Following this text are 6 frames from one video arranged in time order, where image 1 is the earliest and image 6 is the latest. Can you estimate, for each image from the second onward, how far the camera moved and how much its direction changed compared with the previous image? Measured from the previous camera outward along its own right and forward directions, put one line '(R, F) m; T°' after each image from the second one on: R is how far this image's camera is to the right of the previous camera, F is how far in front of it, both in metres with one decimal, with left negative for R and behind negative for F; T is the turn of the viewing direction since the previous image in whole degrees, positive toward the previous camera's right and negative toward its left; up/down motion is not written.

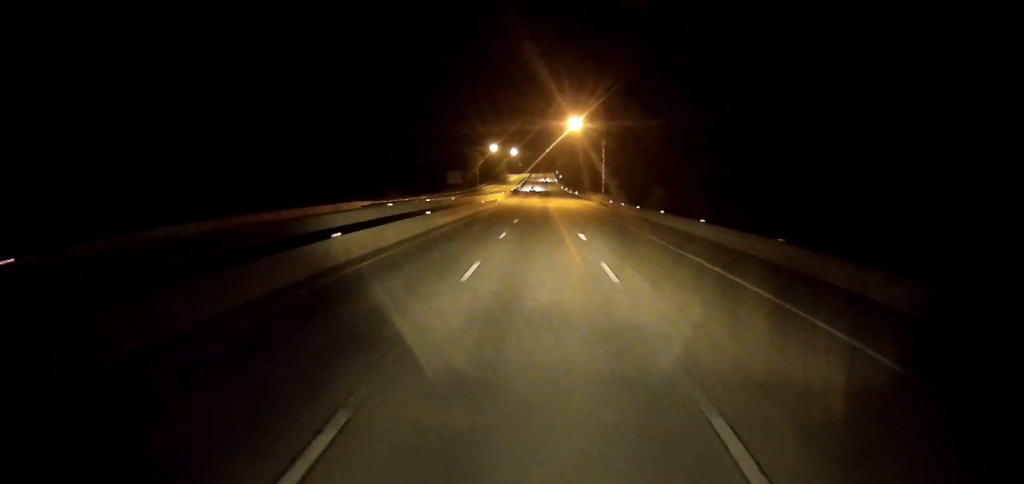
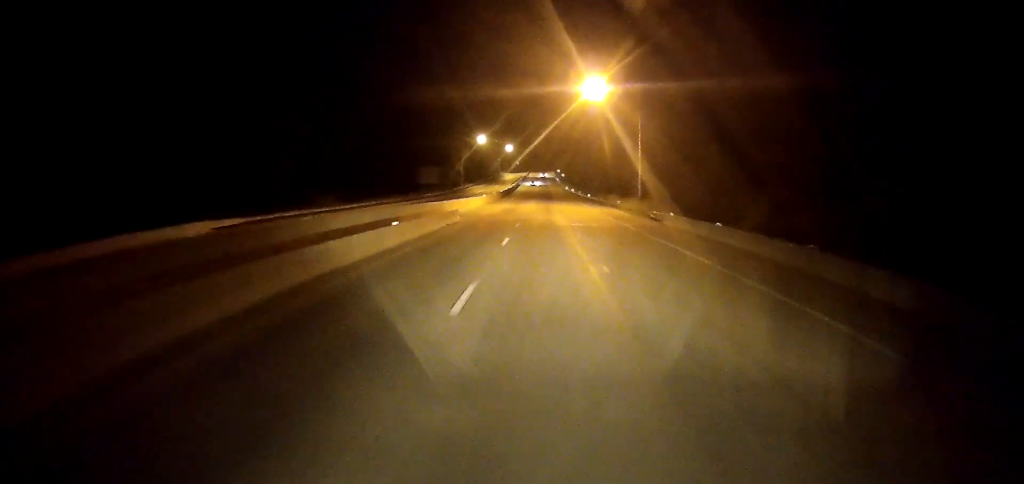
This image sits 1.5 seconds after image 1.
(+0.2, +39.3) m; 0°
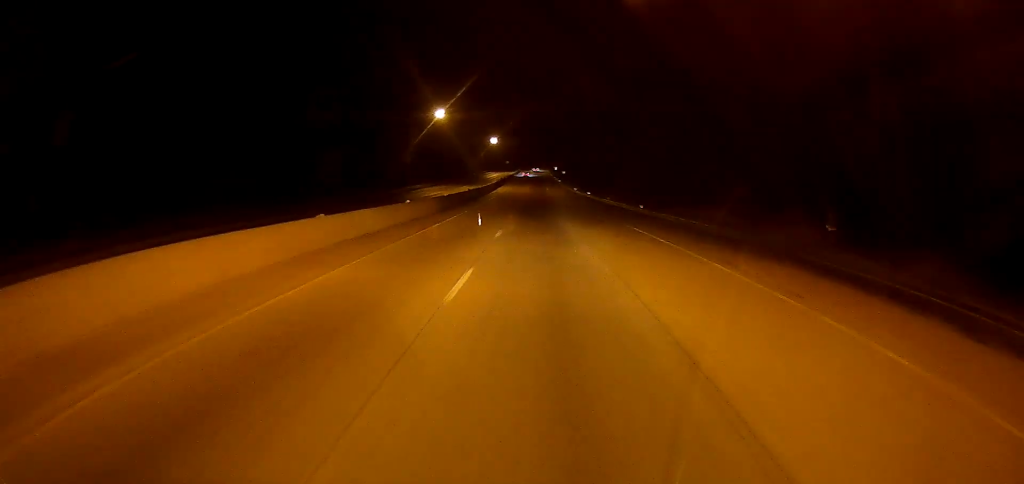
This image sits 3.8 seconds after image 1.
(-0.8, +60.0) m; 0°
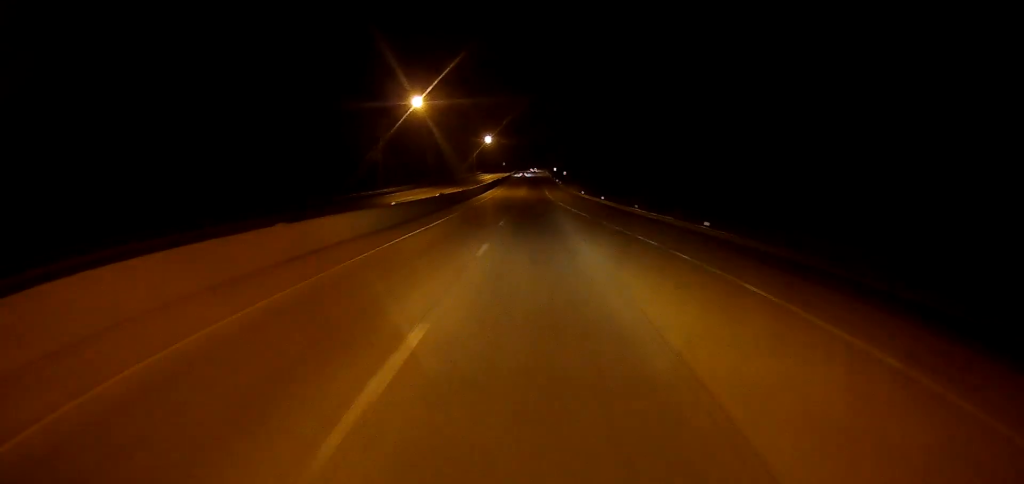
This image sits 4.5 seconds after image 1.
(+0.5, +18.6) m; 0°
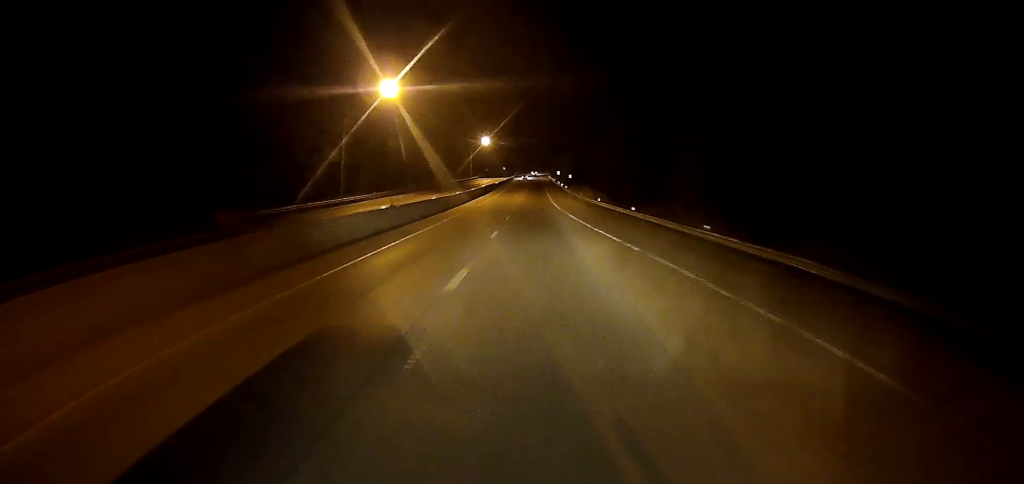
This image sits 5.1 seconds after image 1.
(-0.1, +17.7) m; 0°
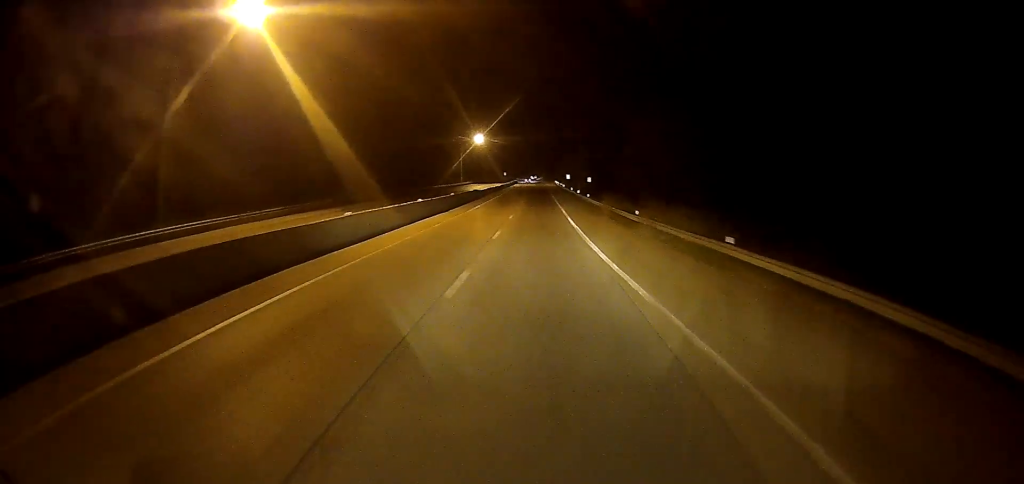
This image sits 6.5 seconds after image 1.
(0.0, +36.9) m; 0°
